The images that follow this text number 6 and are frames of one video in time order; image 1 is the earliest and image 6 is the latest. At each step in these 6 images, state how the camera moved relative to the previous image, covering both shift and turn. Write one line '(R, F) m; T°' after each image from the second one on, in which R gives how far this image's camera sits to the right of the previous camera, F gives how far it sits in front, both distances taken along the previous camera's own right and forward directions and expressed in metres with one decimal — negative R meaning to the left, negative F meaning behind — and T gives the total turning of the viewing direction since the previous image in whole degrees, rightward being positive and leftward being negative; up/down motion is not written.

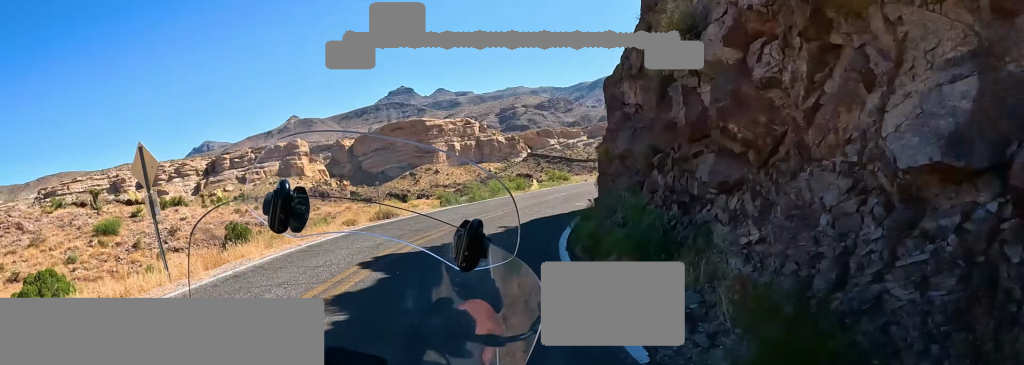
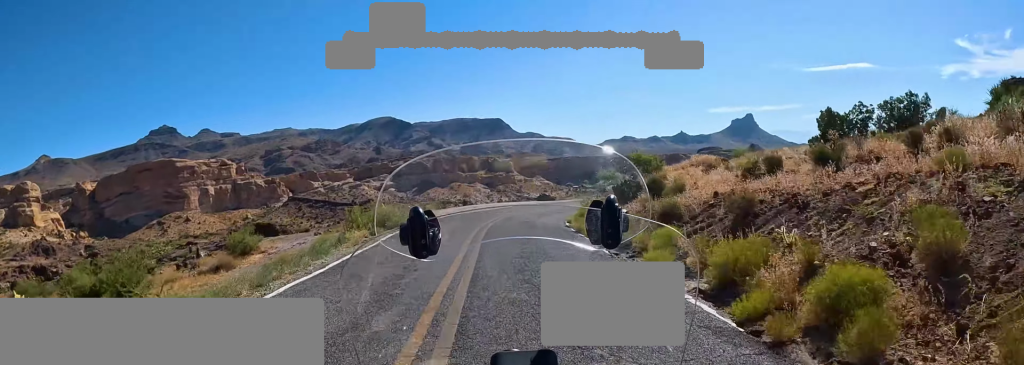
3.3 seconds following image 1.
(+18.8, +53.5) m; +24°
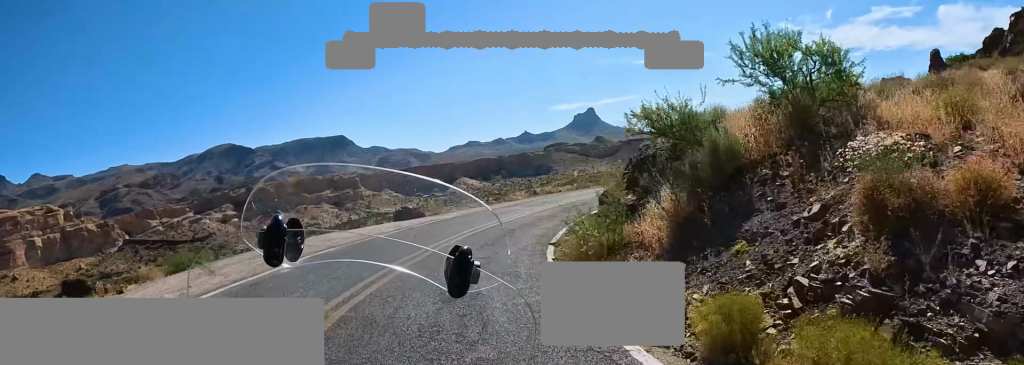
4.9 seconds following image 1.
(+1.5, +16.6) m; +25°
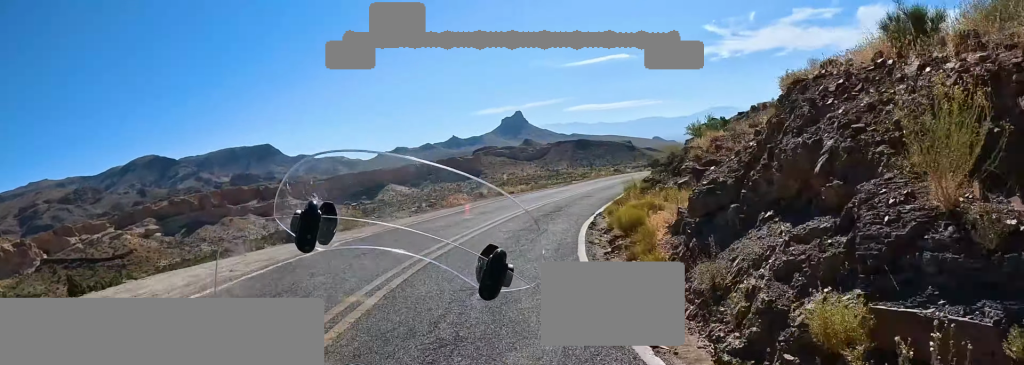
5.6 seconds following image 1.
(+1.9, +10.8) m; +11°
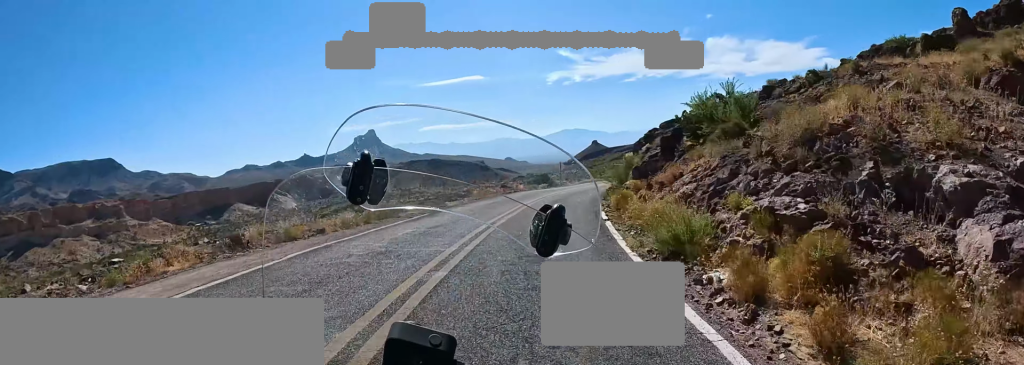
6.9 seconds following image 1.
(+1.1, +20.0) m; +10°
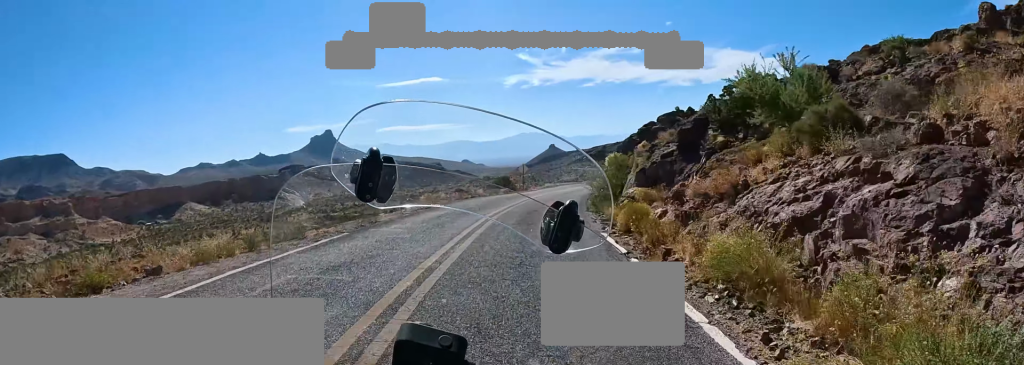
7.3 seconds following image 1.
(-0.1, +6.0) m; +5°
